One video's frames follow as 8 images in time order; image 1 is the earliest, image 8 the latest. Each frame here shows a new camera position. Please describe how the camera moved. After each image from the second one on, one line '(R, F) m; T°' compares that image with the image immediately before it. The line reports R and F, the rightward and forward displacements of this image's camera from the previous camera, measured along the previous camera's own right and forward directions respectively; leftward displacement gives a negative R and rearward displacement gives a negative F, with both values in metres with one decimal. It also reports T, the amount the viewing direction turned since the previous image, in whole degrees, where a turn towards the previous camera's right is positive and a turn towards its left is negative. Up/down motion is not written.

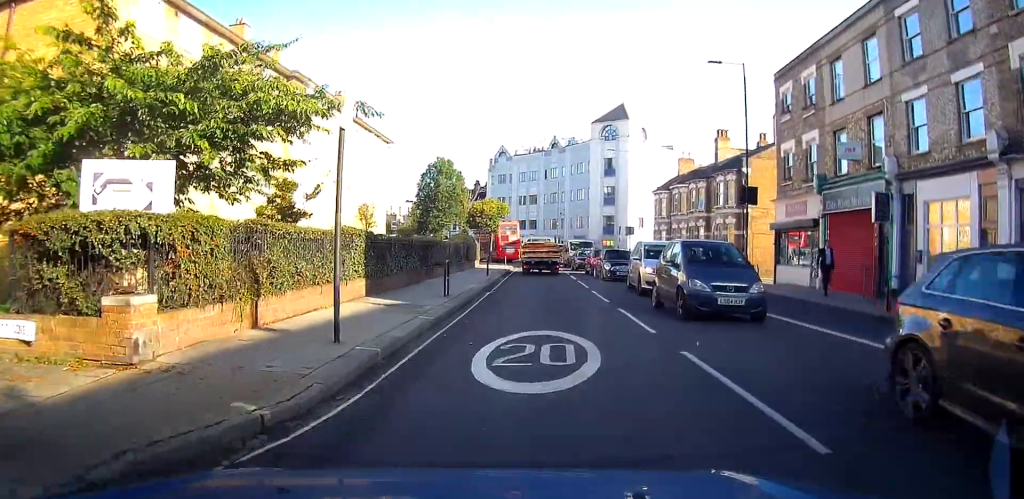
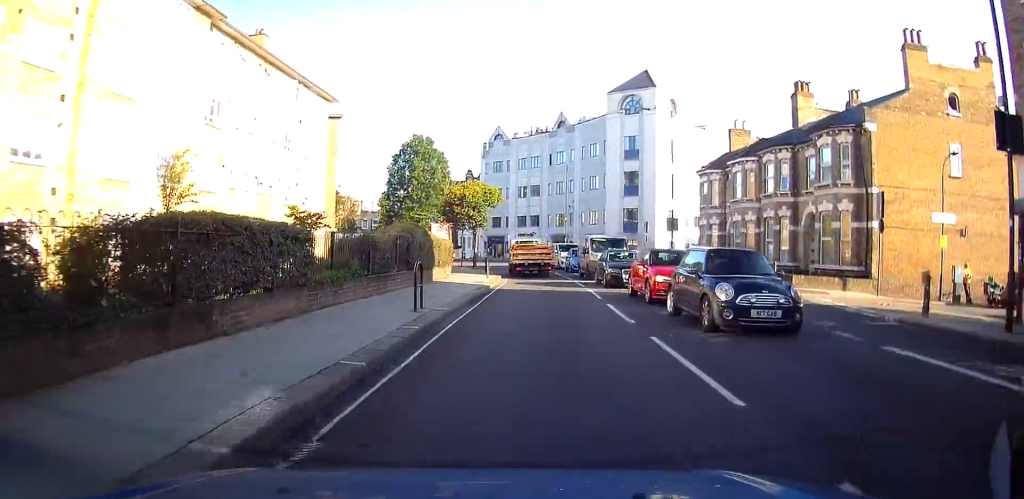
(-0.2, +17.0) m; -1°
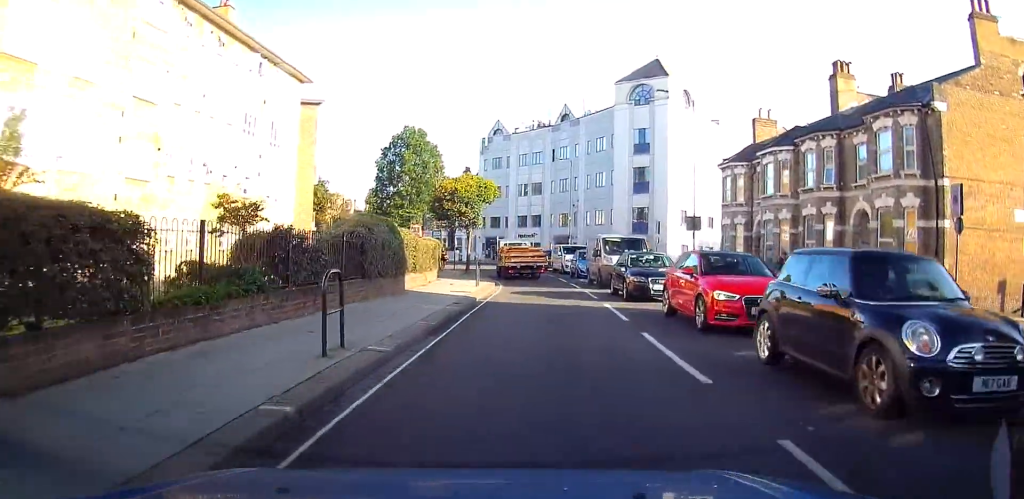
(0.0, +5.1) m; 0°
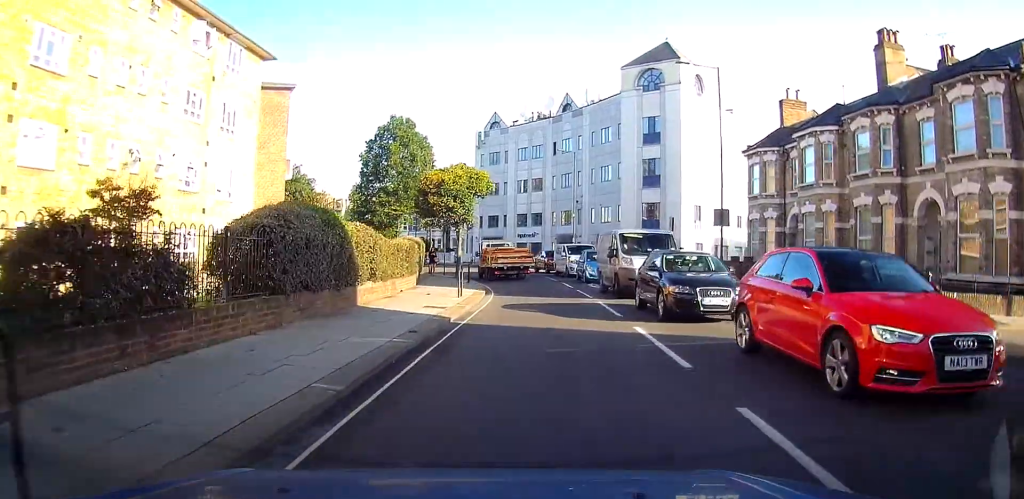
(0.0, +5.1) m; 0°
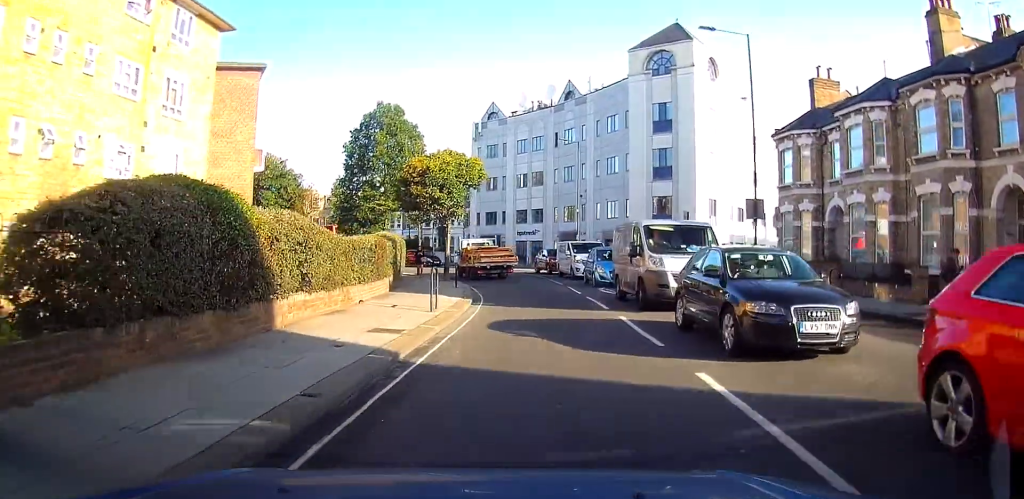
(0.0, +4.5) m; 0°
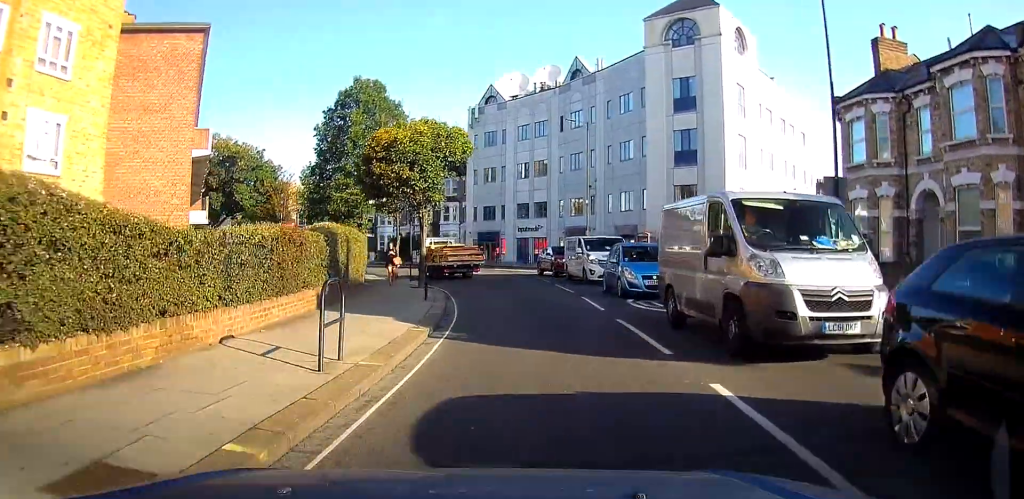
(0.0, +6.8) m; 0°
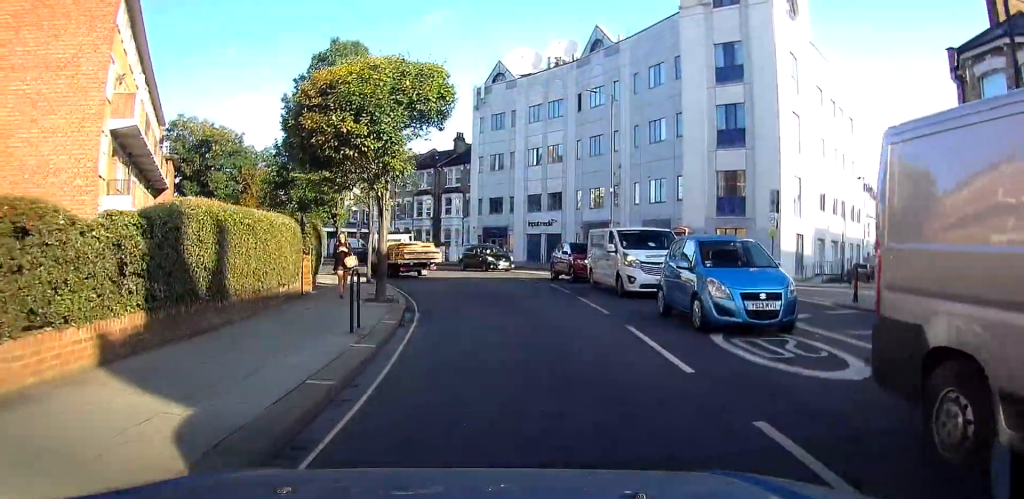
(0.0, +7.5) m; -1°
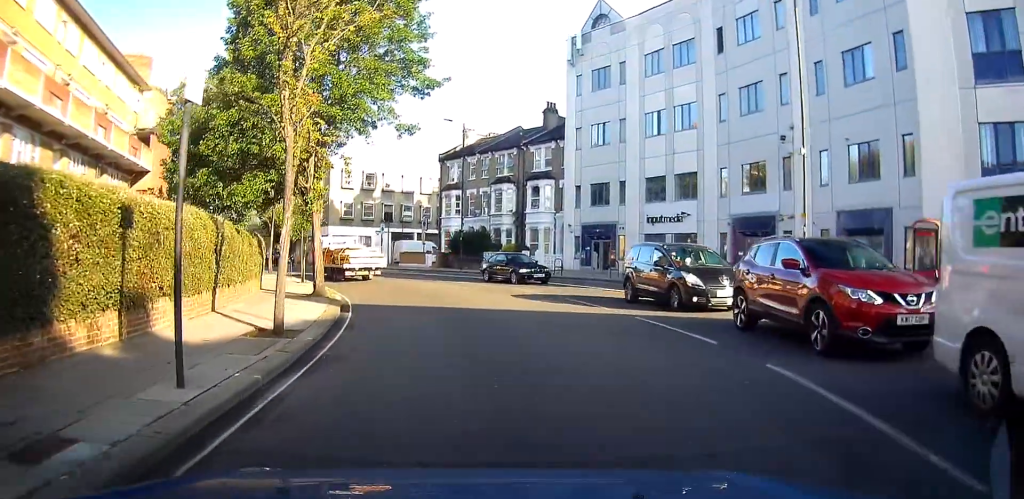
(-1.1, +15.5) m; -11°
